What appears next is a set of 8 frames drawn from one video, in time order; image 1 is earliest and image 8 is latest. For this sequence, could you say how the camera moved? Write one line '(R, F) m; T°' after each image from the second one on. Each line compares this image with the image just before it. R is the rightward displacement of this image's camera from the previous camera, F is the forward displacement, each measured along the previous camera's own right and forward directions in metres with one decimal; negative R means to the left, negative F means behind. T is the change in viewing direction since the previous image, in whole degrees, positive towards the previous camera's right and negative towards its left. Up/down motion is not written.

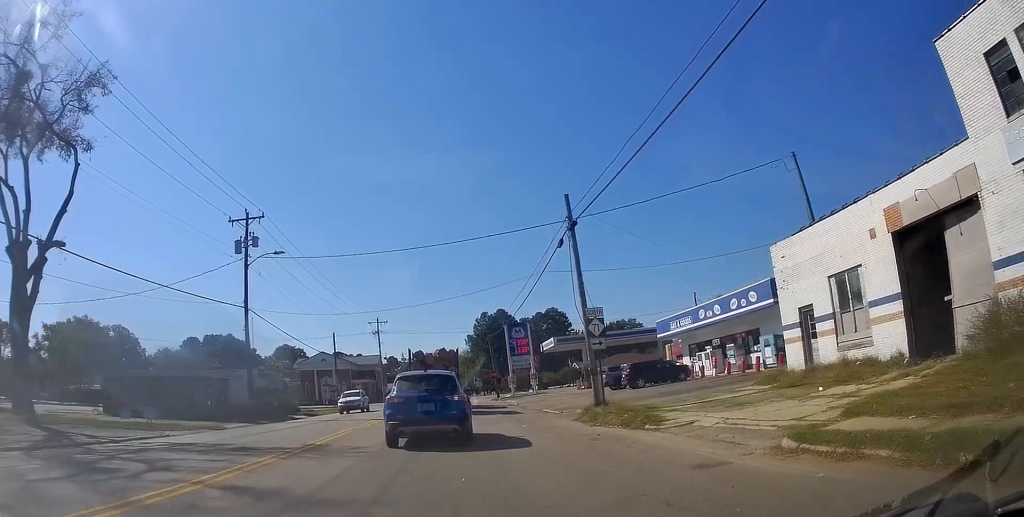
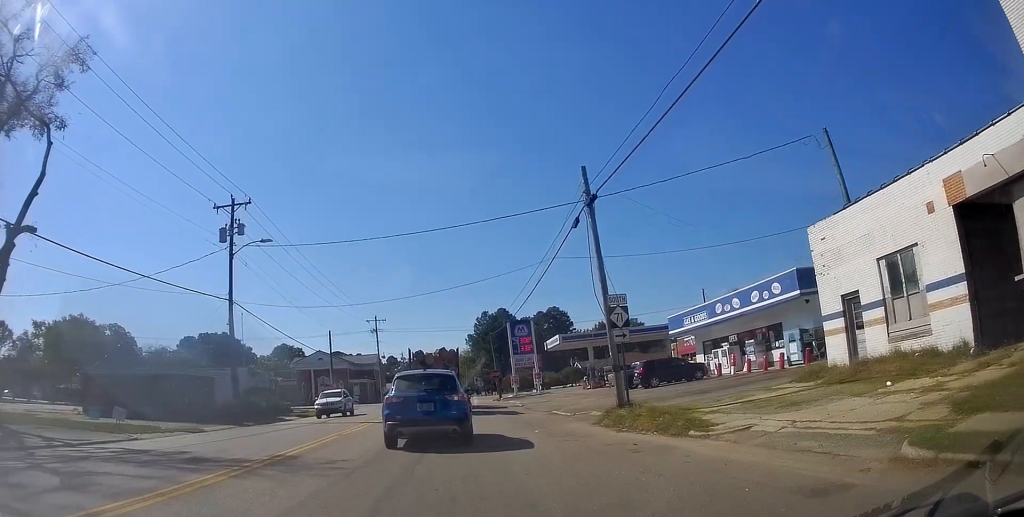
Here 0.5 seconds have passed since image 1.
(+0.3, +2.9) m; +2°
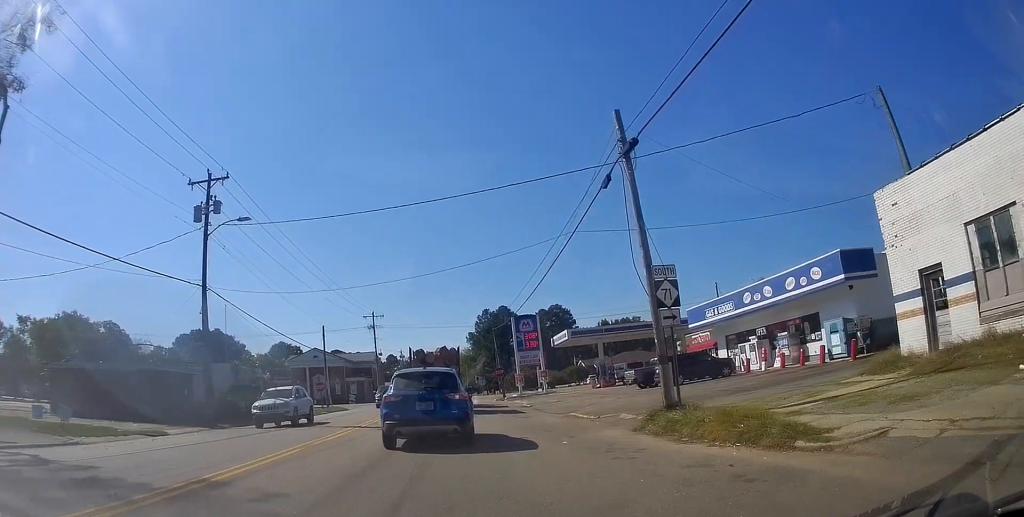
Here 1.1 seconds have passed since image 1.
(-0.2, +3.6) m; -2°
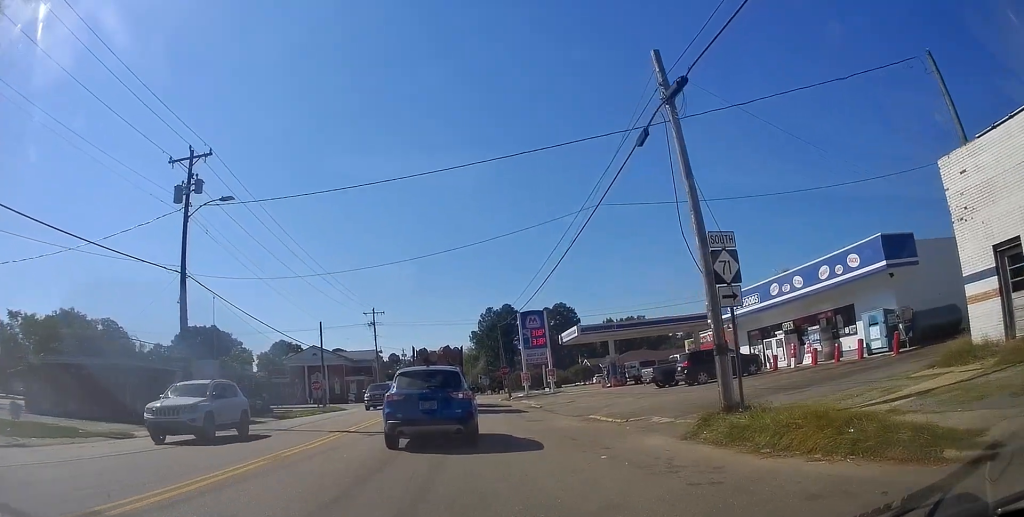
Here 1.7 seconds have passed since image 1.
(-0.1, +2.7) m; -2°
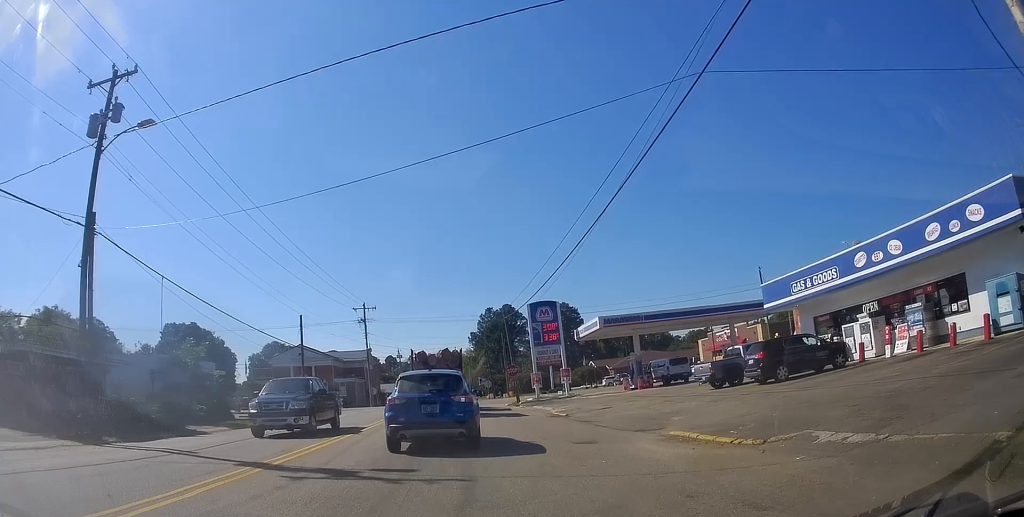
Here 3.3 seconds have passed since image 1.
(-0.4, +7.9) m; -2°
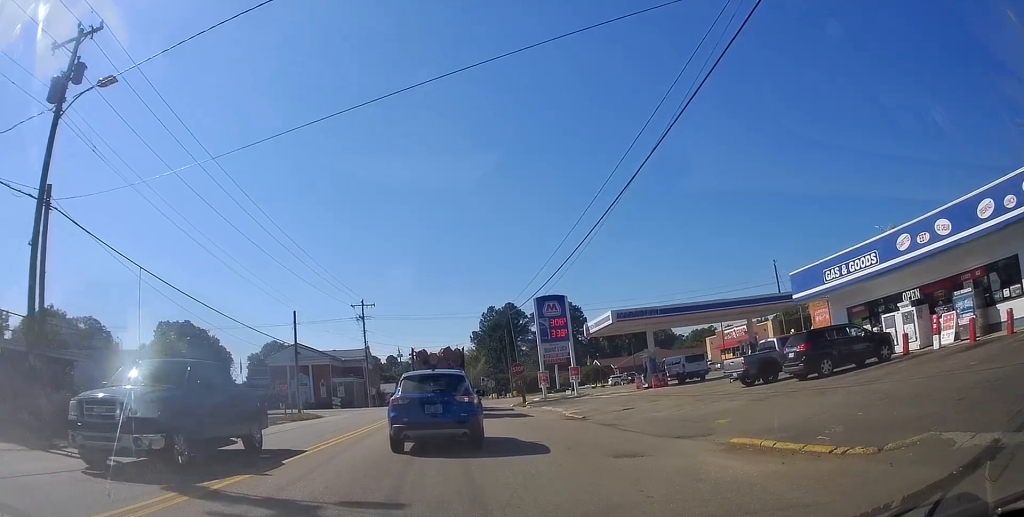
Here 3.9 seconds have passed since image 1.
(+0.1, +2.9) m; +1°
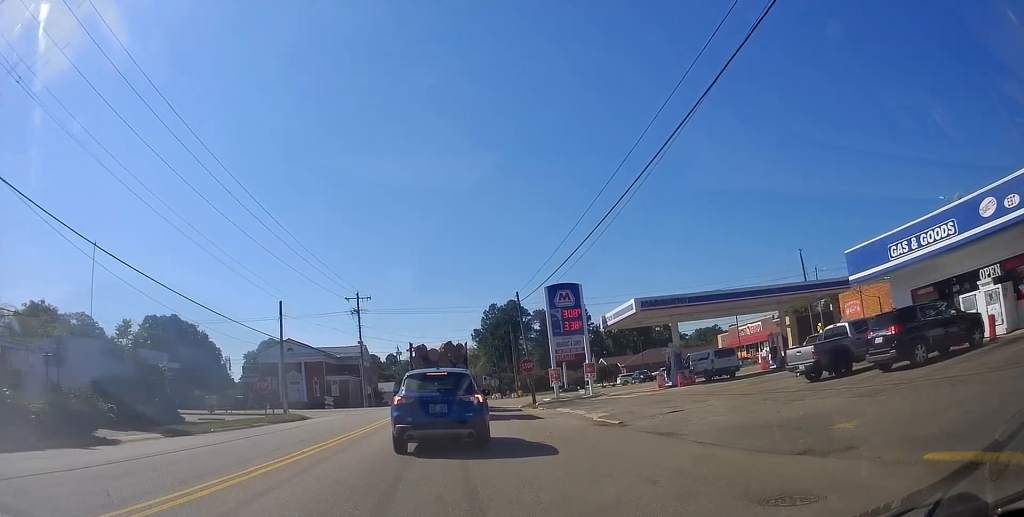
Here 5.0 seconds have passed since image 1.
(+0.1, +4.5) m; 0°
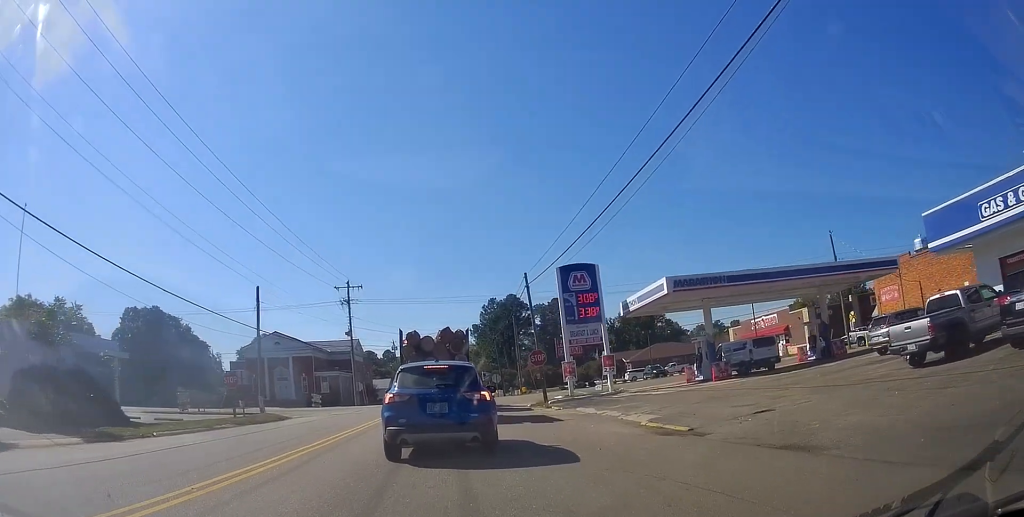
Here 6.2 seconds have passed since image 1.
(-0.3, +5.3) m; 0°
